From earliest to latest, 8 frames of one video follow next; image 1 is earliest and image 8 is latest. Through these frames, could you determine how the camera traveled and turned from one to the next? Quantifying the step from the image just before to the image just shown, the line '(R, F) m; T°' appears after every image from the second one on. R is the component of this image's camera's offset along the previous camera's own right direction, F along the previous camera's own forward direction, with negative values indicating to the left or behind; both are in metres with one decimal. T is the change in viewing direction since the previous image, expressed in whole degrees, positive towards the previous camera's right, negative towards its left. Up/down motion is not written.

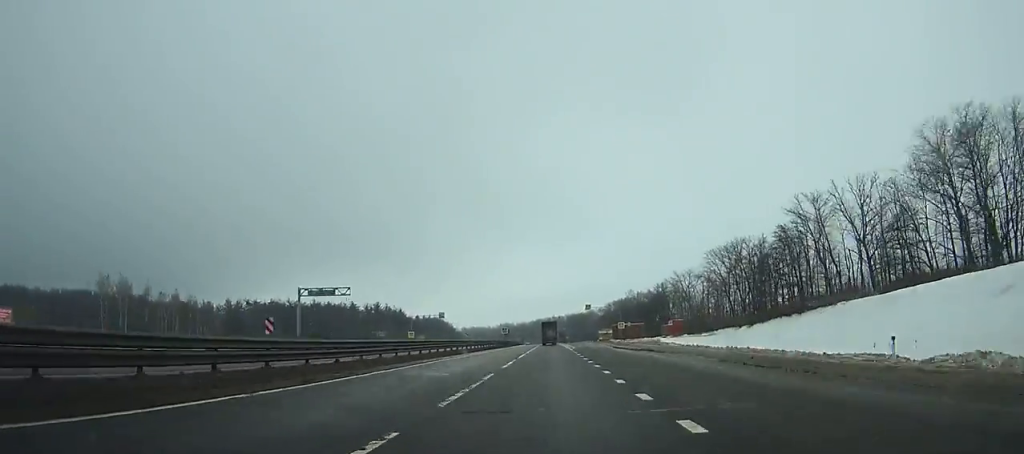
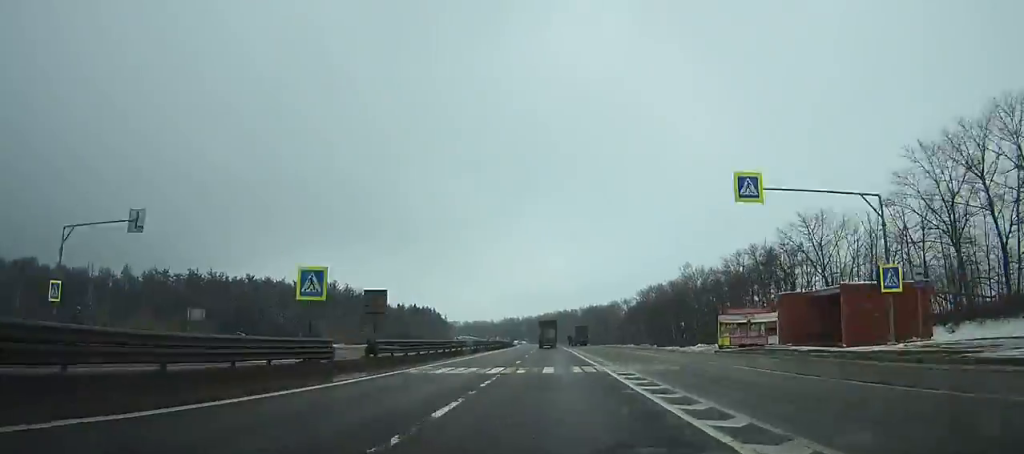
(-0.6, +90.9) m; -1°
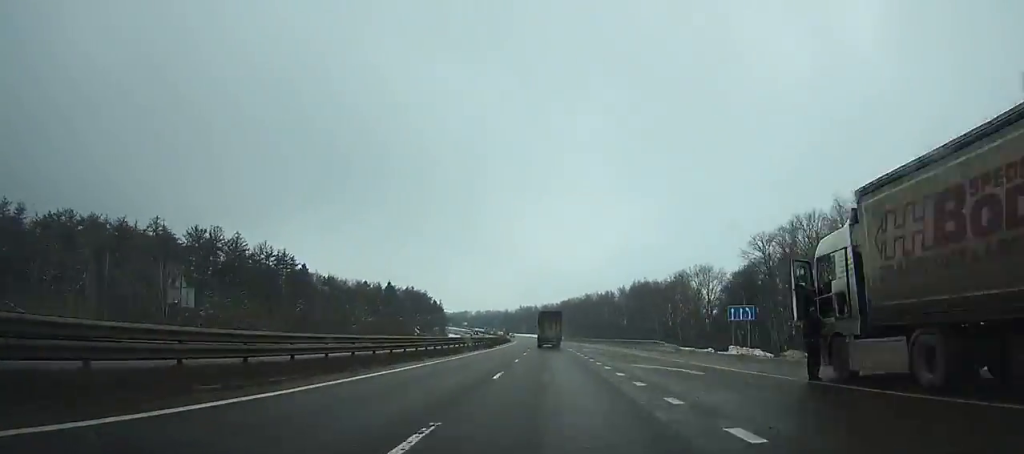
(-2.2, +118.9) m; -2°
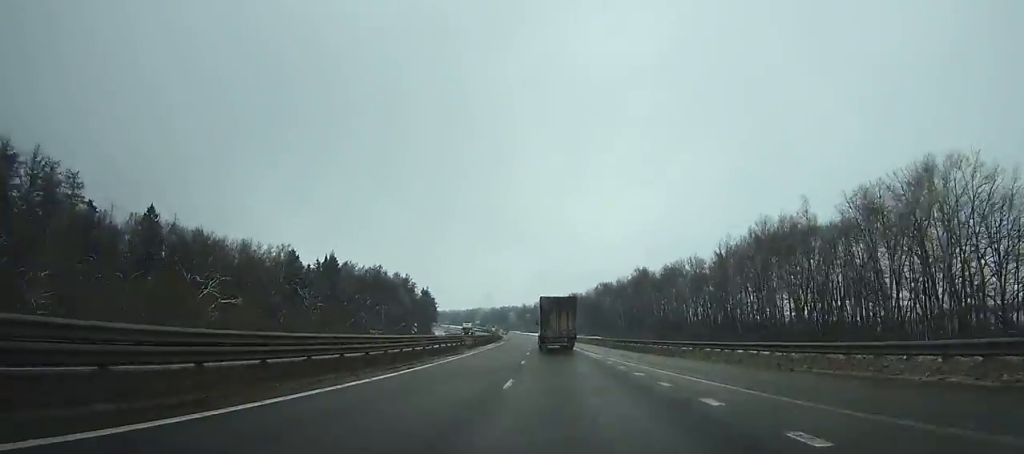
(-2.5, +109.0) m; -3°
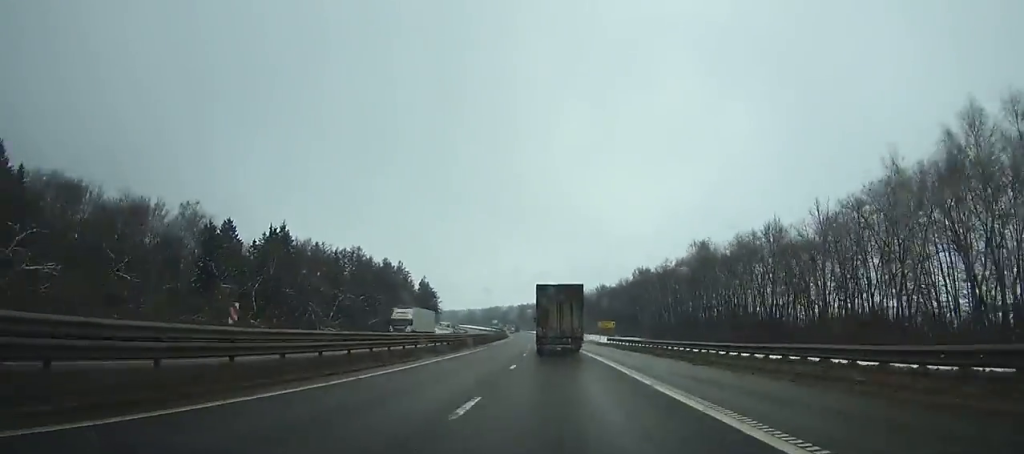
(-0.1, +51.0) m; -2°
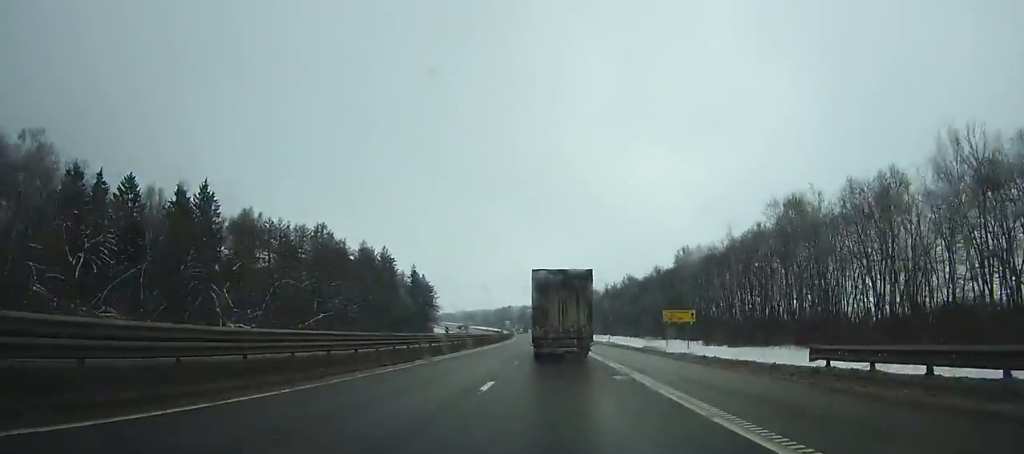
(-1.2, +41.8) m; -1°
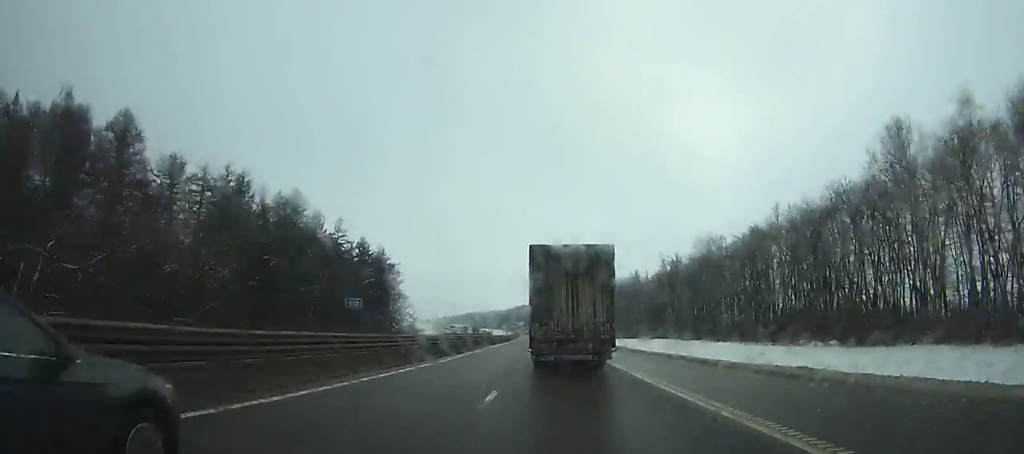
(-2.4, +90.9) m; -3°
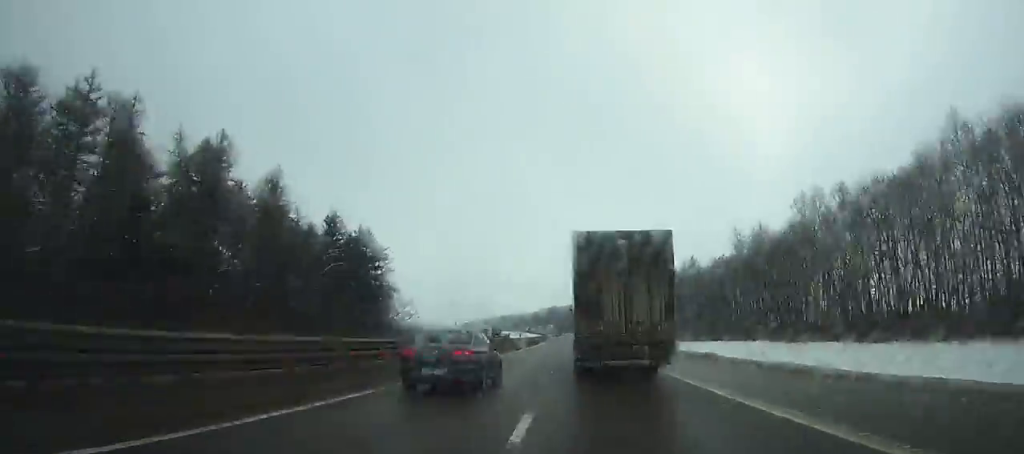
(-0.4, +42.0) m; -1°
